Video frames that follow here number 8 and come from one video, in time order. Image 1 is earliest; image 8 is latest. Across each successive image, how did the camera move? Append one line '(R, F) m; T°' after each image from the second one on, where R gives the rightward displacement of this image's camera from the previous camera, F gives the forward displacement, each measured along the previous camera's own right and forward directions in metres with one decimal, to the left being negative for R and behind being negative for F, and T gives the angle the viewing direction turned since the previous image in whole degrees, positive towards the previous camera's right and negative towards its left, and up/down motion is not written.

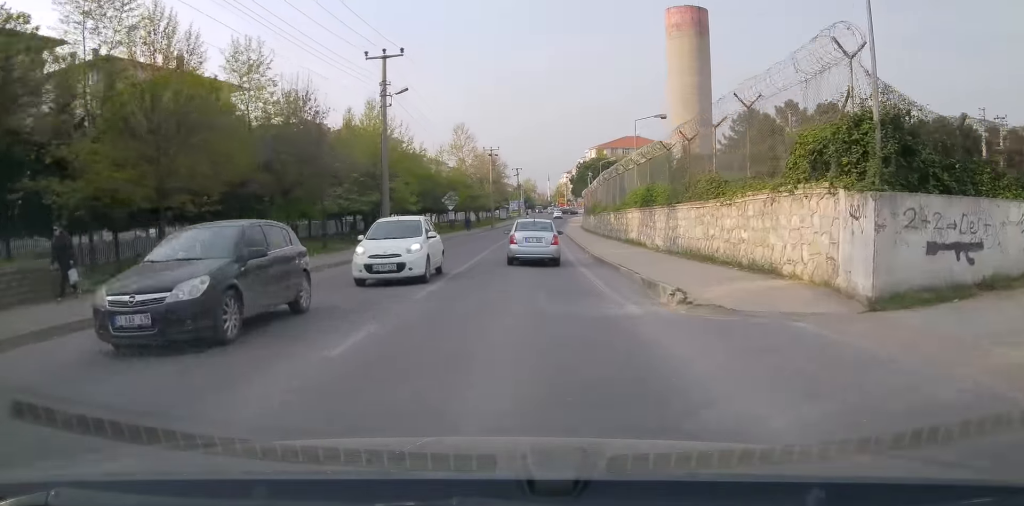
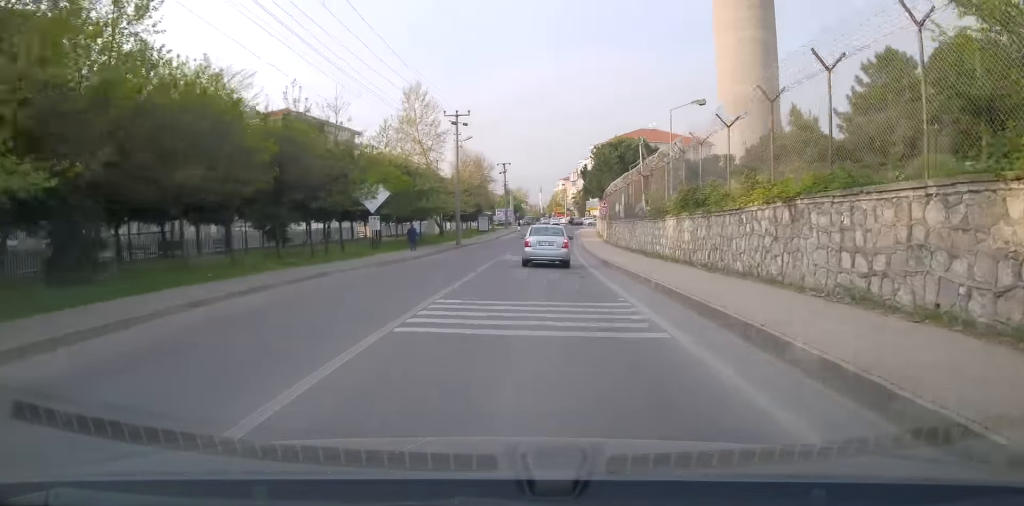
(0.0, +32.2) m; +1°
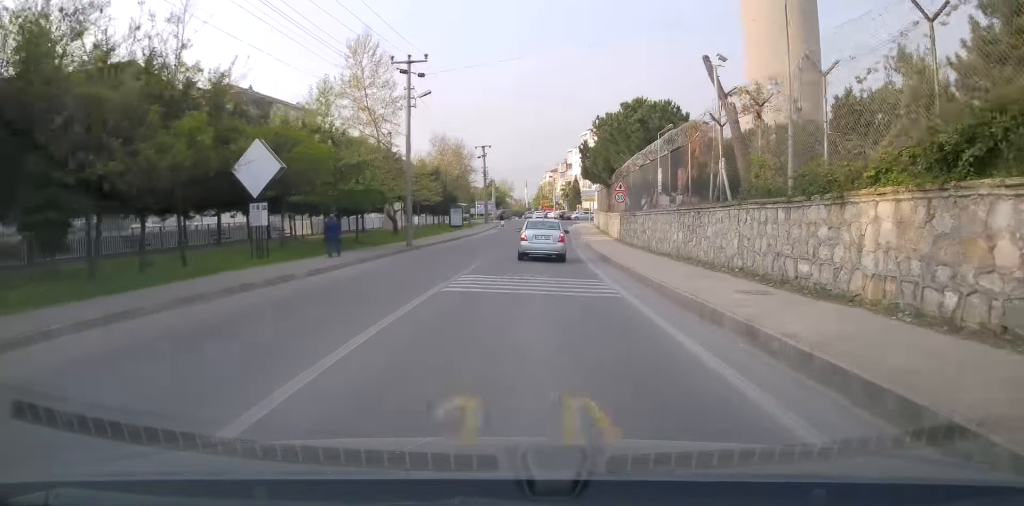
(+0.1, +14.7) m; +1°
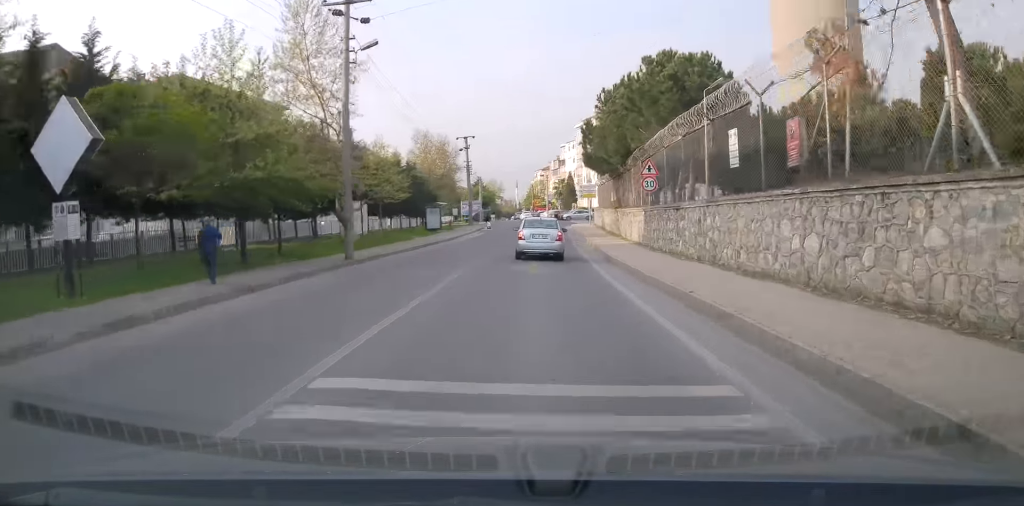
(+0.1, +10.3) m; +1°
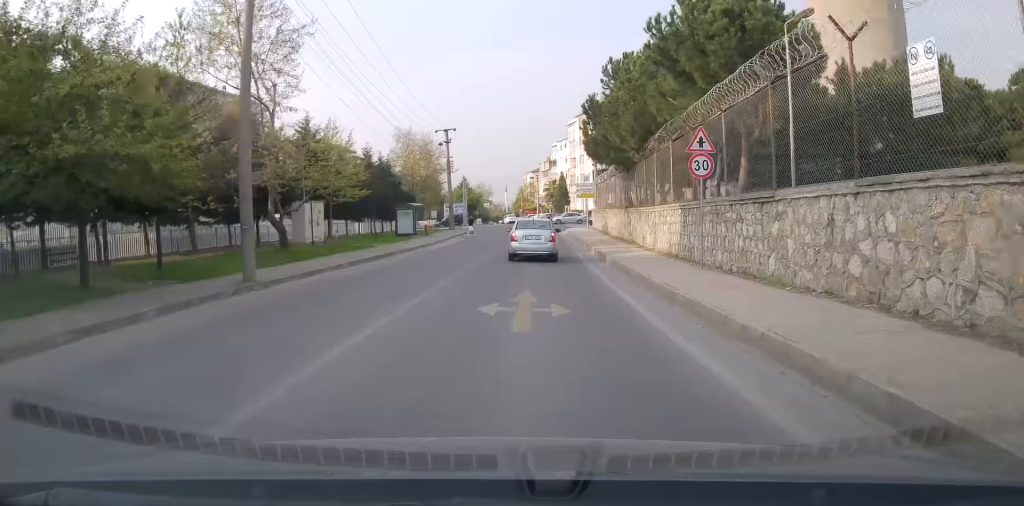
(0.0, +8.3) m; +1°
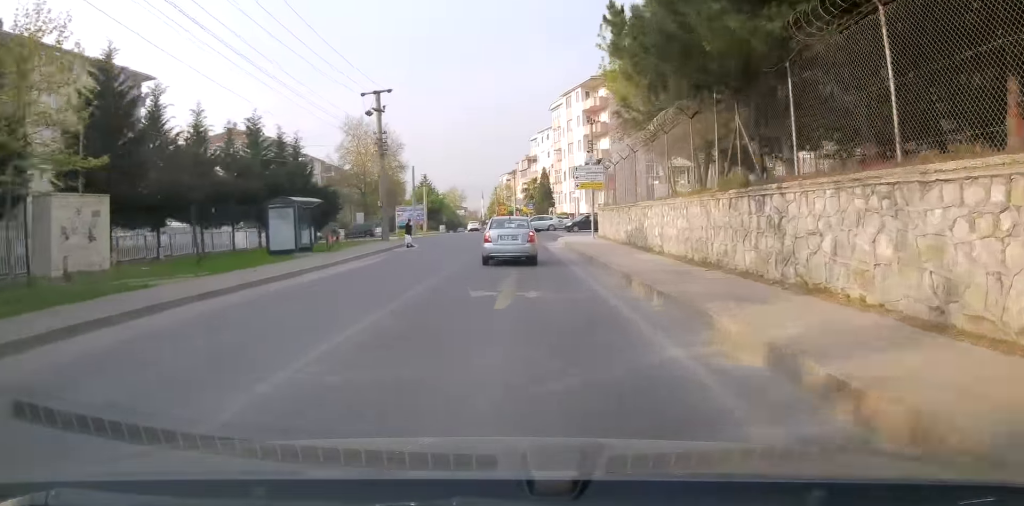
(+0.3, +20.5) m; +1°
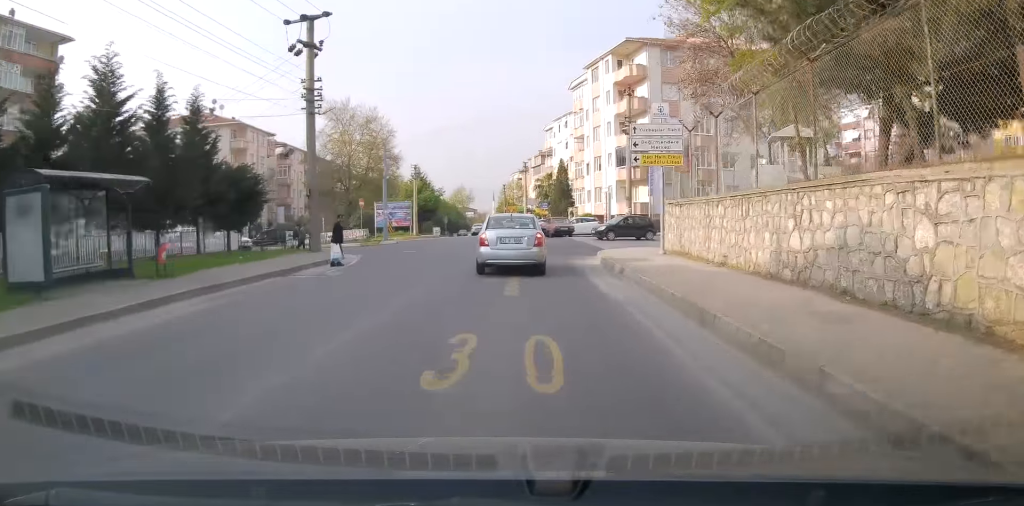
(0.0, +16.3) m; -1°
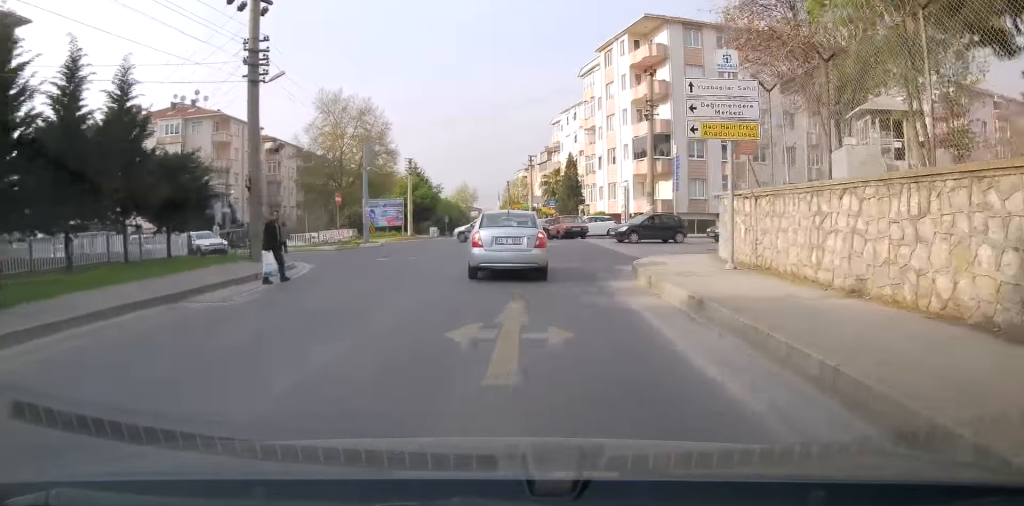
(+0.1, +7.1) m; -1°
